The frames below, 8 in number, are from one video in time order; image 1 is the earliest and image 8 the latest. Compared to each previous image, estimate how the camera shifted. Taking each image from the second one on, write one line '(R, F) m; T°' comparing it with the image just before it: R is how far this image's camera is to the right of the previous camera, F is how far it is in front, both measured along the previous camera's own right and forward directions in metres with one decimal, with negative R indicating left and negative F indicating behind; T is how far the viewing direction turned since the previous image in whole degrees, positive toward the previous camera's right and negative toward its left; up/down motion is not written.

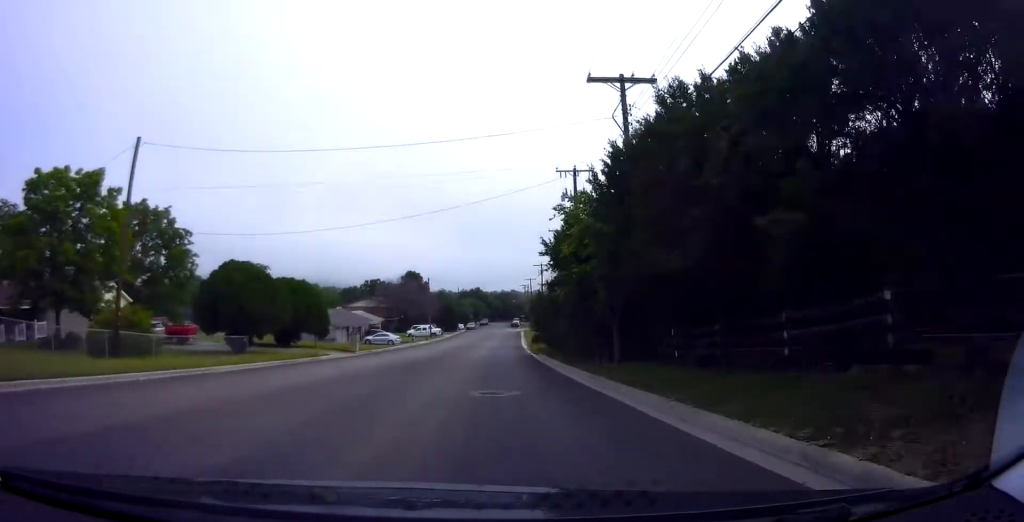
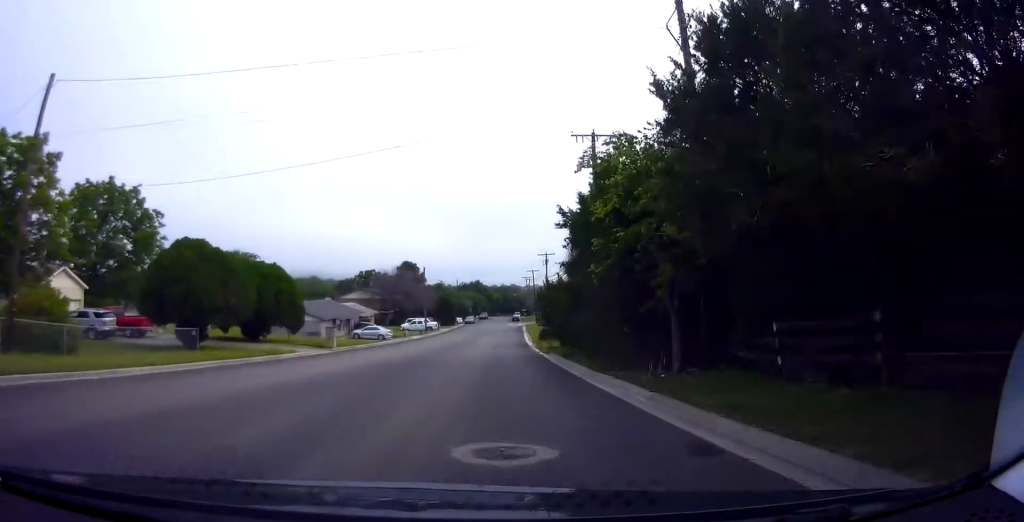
(0.0, +6.2) m; 0°
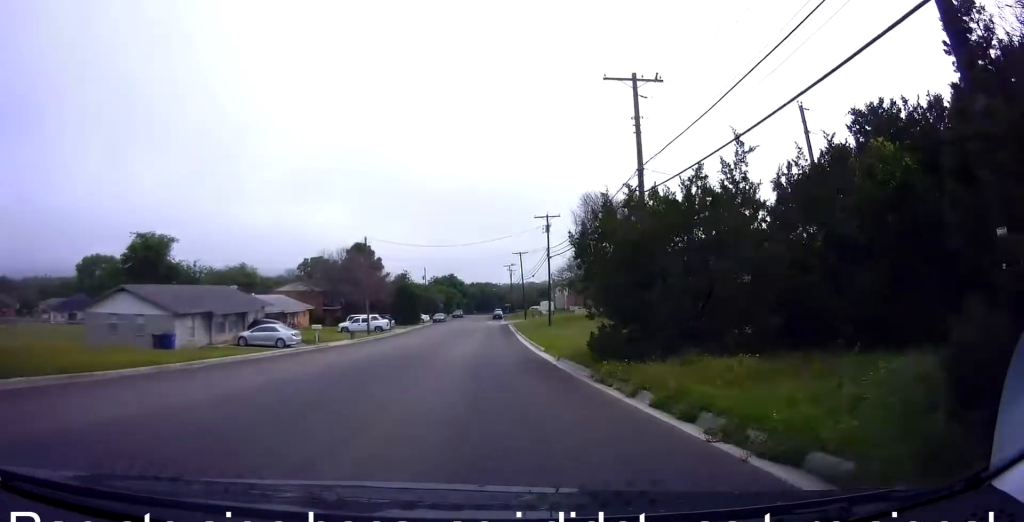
(-0.1, +24.6) m; 0°
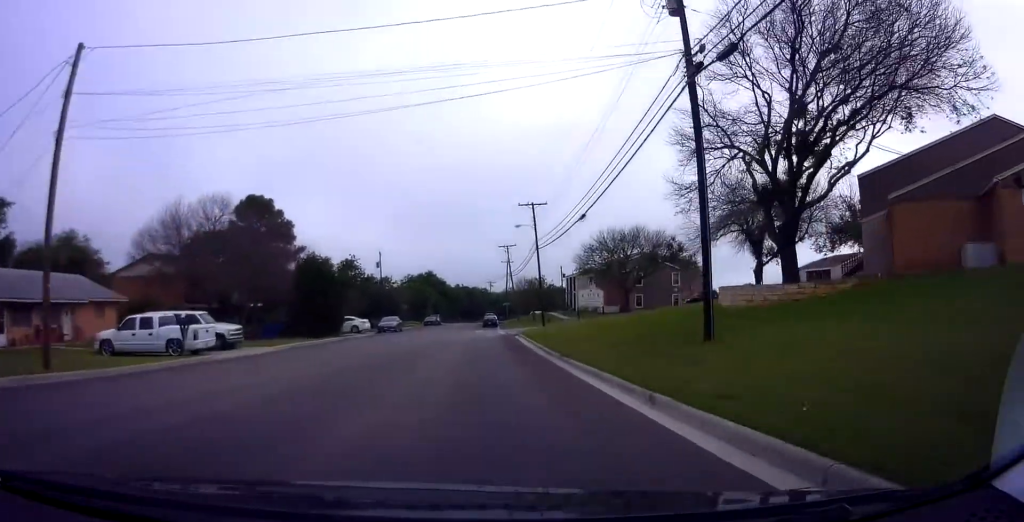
(+0.4, +38.1) m; +2°
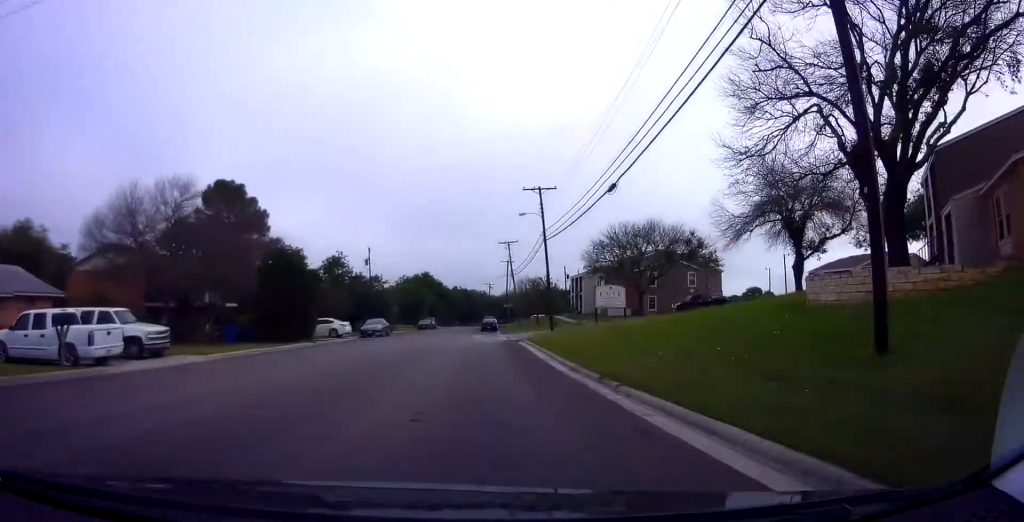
(+0.1, +7.0) m; +1°
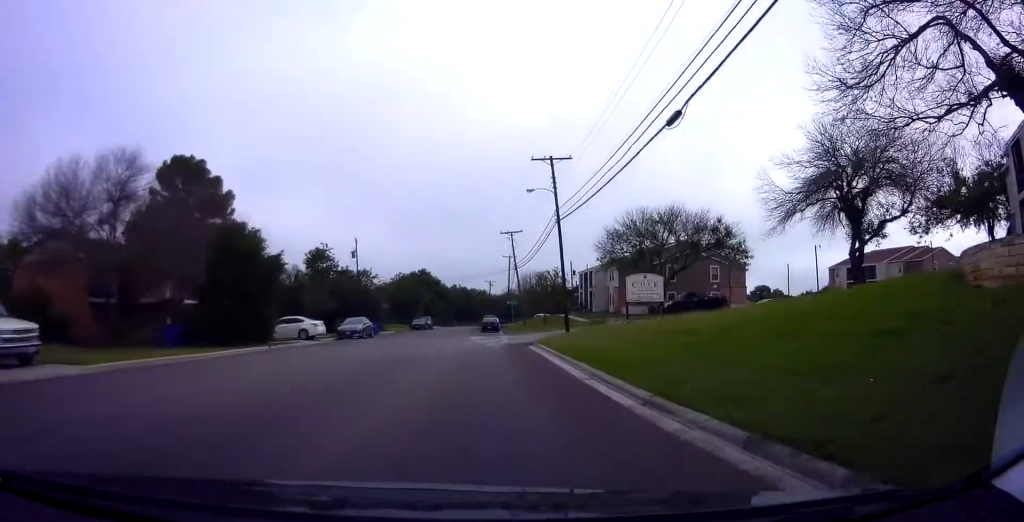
(+0.1, +7.7) m; +1°
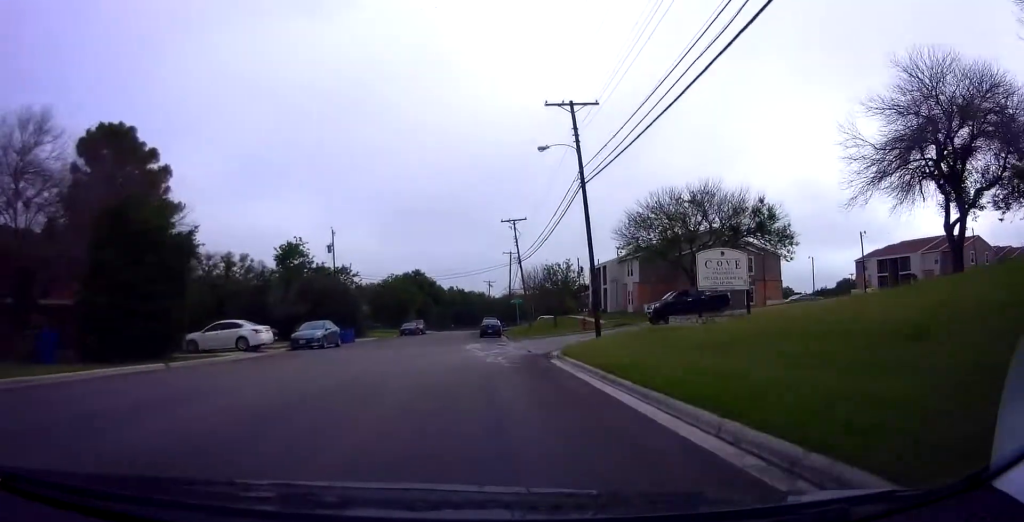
(+0.2, +10.3) m; +1°
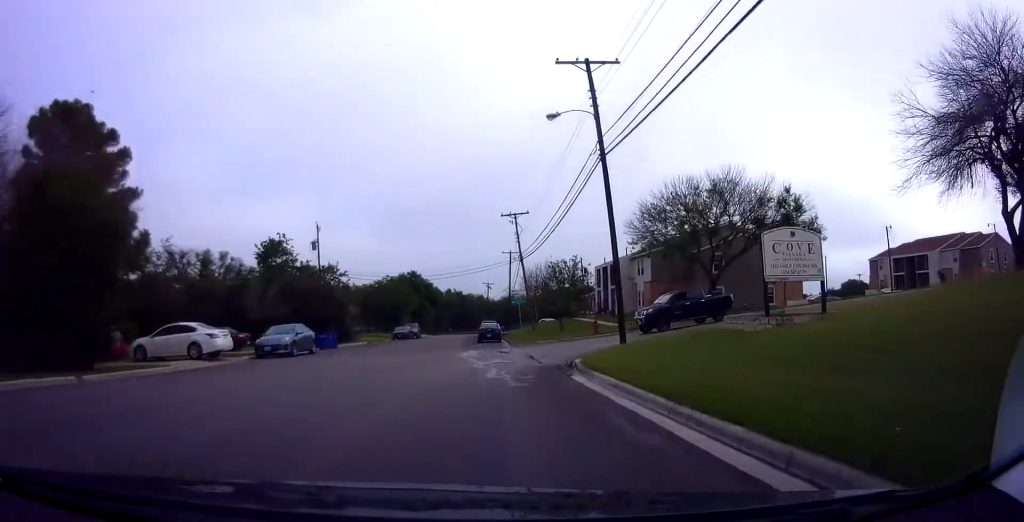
(+0.1, +5.7) m; 0°
